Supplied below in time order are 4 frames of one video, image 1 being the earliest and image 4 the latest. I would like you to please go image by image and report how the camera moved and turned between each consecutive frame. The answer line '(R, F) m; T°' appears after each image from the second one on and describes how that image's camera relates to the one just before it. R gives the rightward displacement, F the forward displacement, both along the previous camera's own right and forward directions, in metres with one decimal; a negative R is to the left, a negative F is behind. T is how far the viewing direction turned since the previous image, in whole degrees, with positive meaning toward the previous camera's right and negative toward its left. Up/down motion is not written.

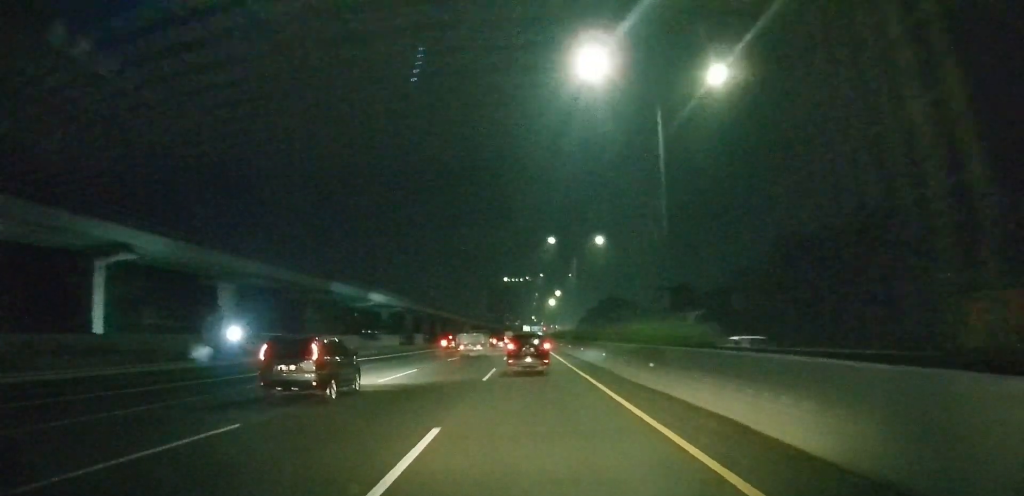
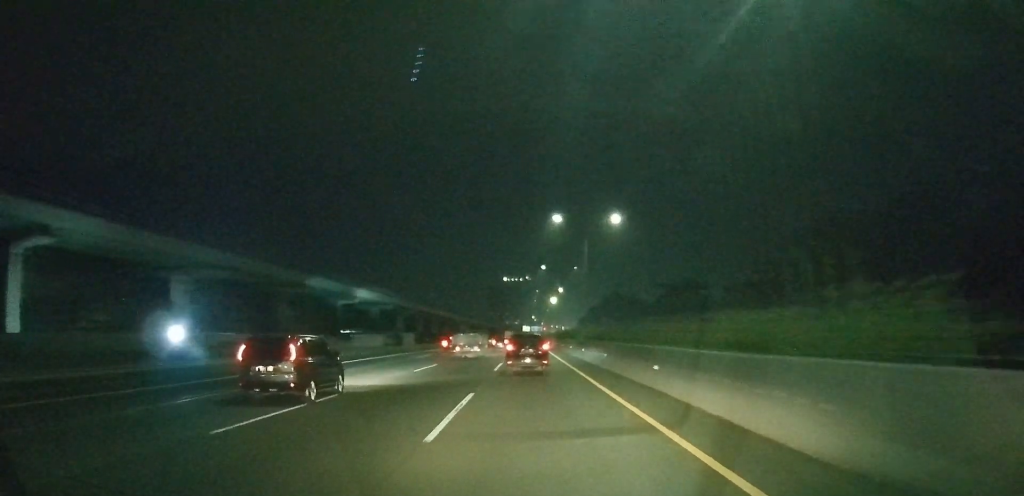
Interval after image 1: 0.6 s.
(0.0, +15.8) m; 0°
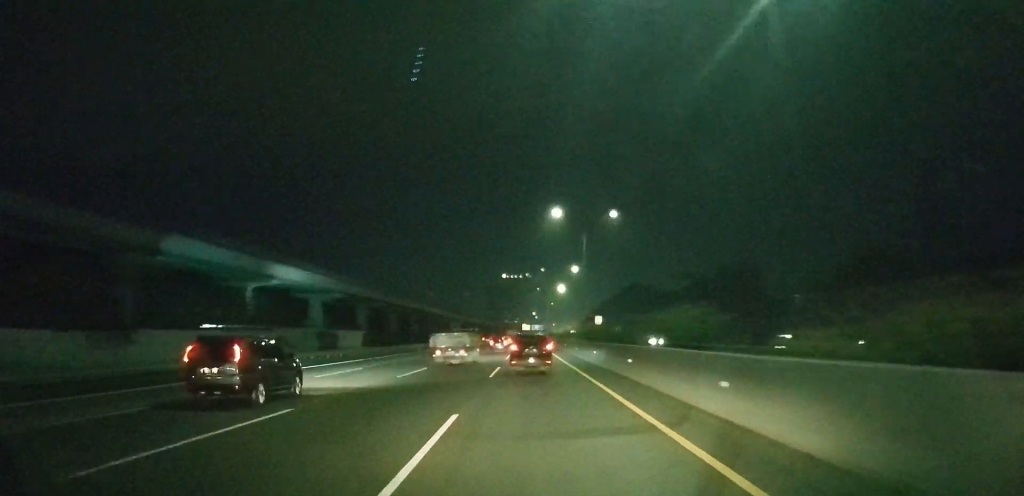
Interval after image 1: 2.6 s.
(+0.1, +48.4) m; 0°
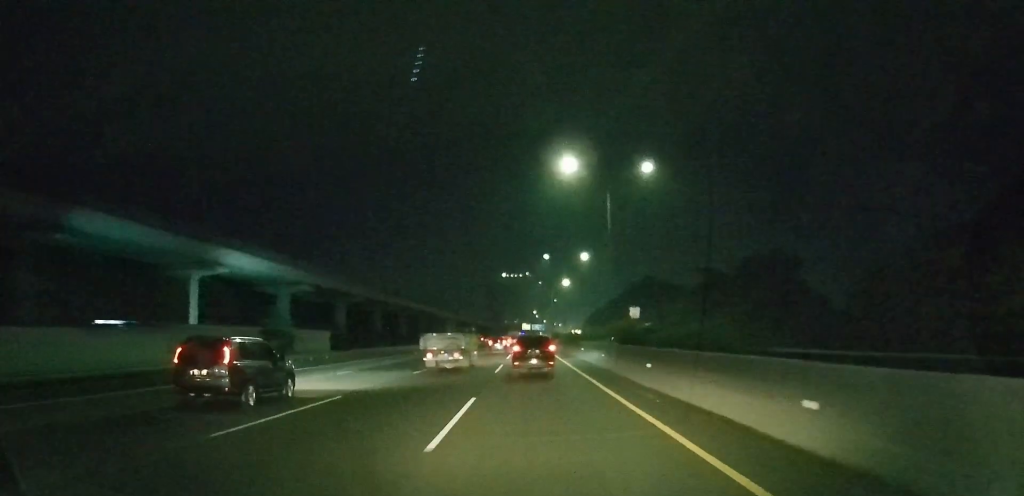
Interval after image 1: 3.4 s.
(0.0, +17.2) m; 0°
